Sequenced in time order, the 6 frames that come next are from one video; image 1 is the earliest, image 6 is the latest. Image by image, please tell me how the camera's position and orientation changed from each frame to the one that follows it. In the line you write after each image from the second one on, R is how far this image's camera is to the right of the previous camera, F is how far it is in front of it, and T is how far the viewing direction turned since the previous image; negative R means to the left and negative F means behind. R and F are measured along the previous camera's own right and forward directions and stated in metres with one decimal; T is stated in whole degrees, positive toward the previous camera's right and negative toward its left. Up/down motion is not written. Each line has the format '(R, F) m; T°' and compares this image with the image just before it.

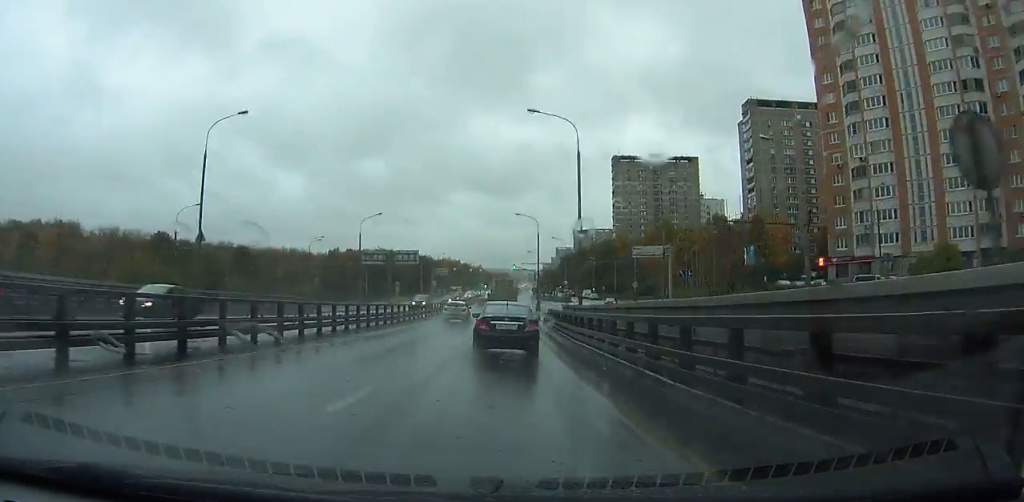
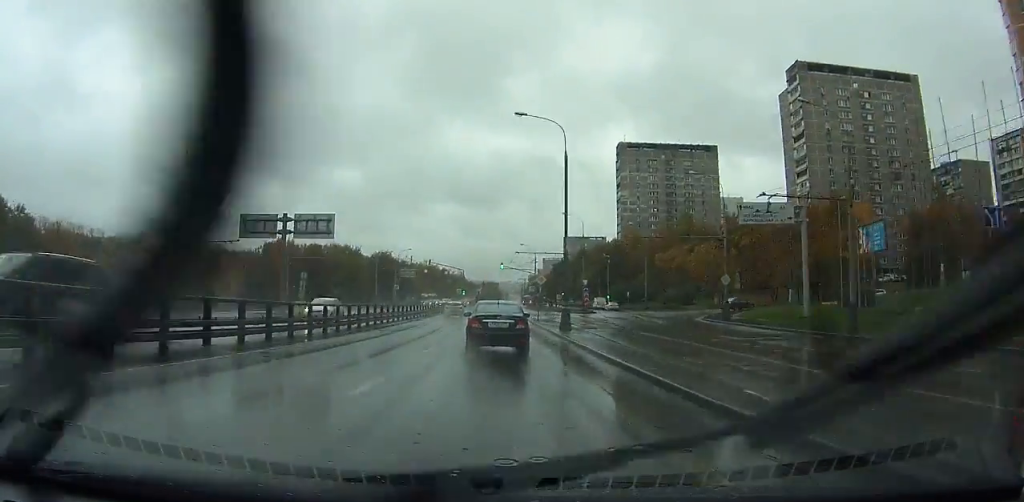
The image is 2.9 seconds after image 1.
(+0.3, +36.8) m; +2°
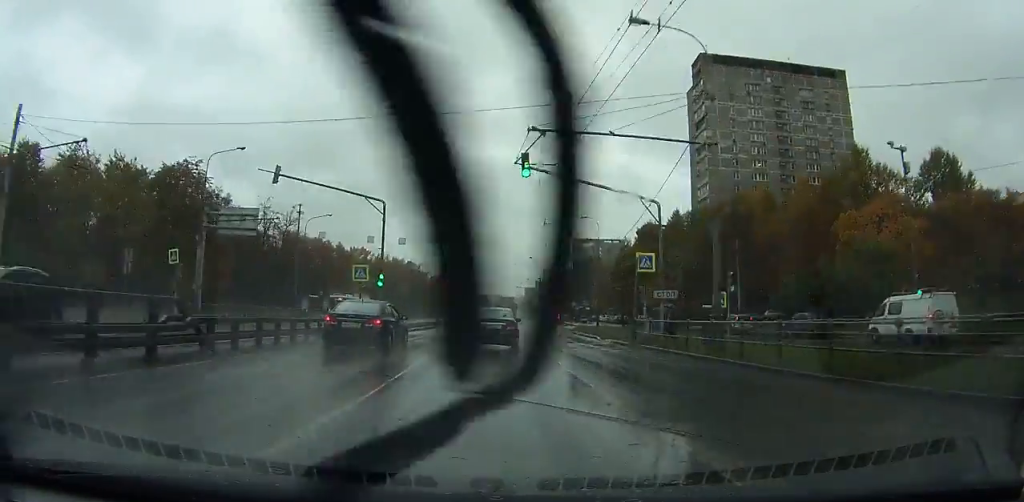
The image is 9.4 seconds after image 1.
(+2.1, +88.2) m; +3°
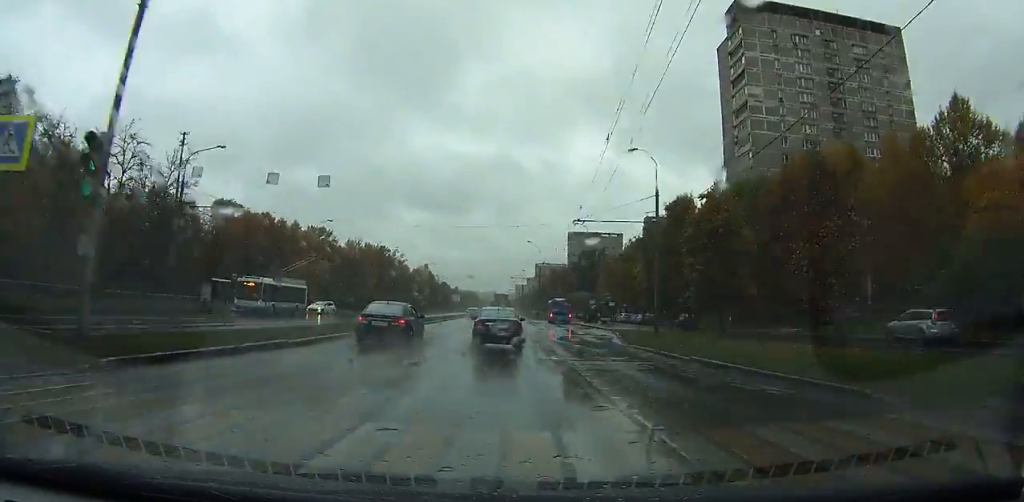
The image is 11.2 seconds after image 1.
(-0.2, +26.6) m; +2°
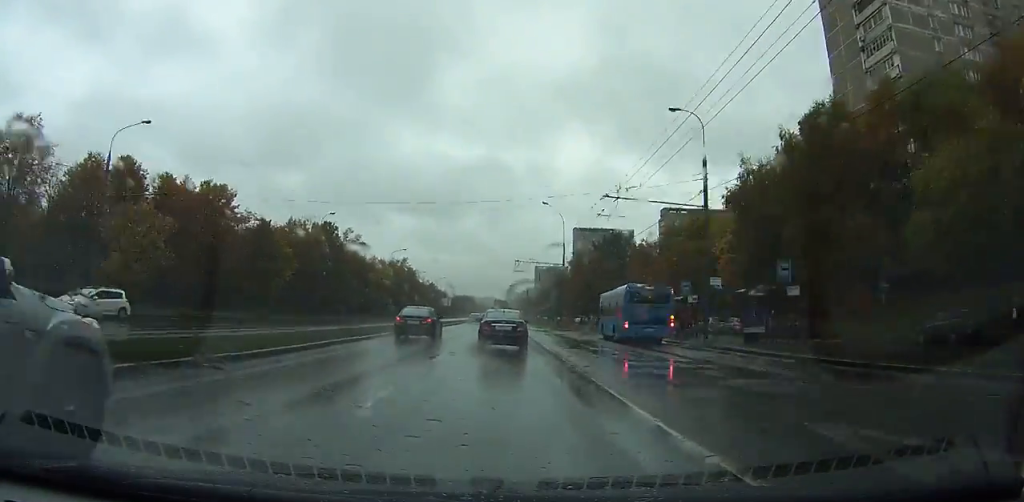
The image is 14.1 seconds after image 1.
(+2.3, +44.6) m; -2°
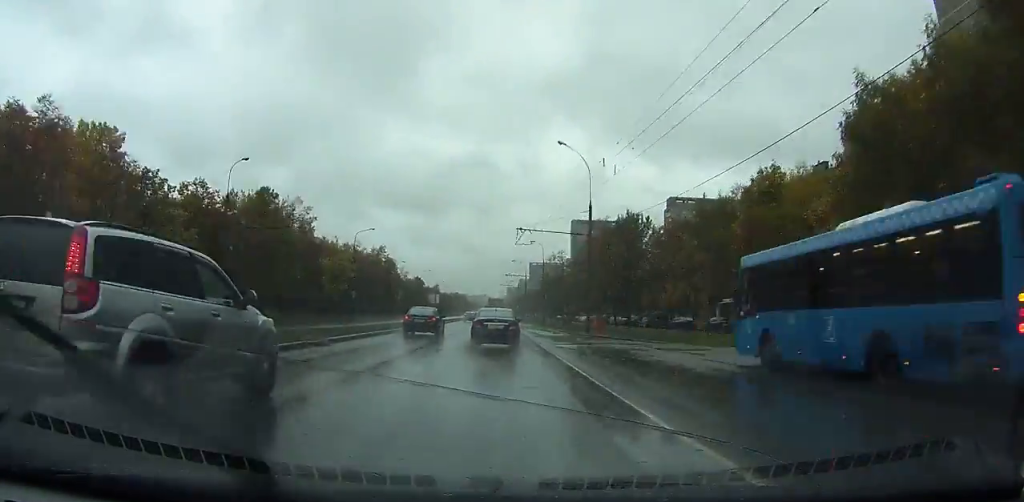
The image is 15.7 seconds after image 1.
(-1.0, +24.4) m; -2°
